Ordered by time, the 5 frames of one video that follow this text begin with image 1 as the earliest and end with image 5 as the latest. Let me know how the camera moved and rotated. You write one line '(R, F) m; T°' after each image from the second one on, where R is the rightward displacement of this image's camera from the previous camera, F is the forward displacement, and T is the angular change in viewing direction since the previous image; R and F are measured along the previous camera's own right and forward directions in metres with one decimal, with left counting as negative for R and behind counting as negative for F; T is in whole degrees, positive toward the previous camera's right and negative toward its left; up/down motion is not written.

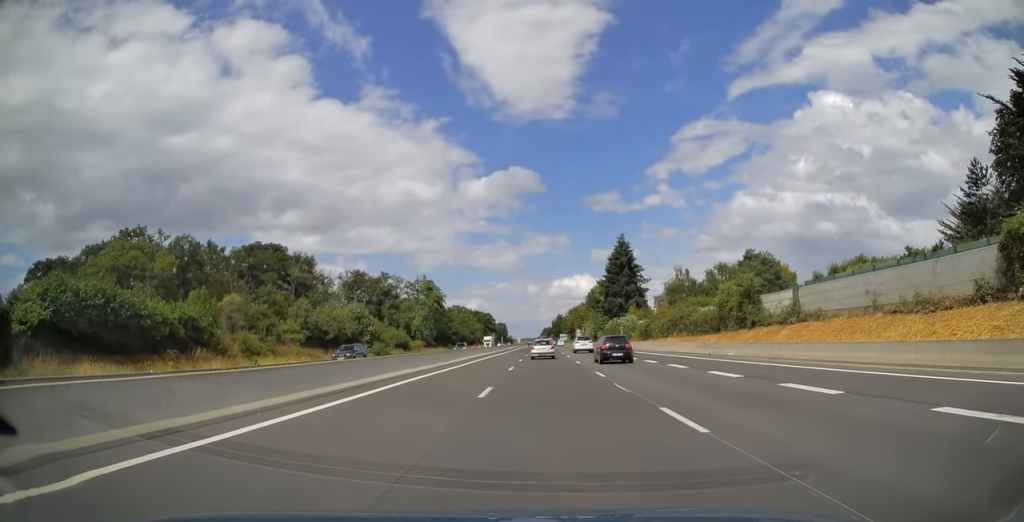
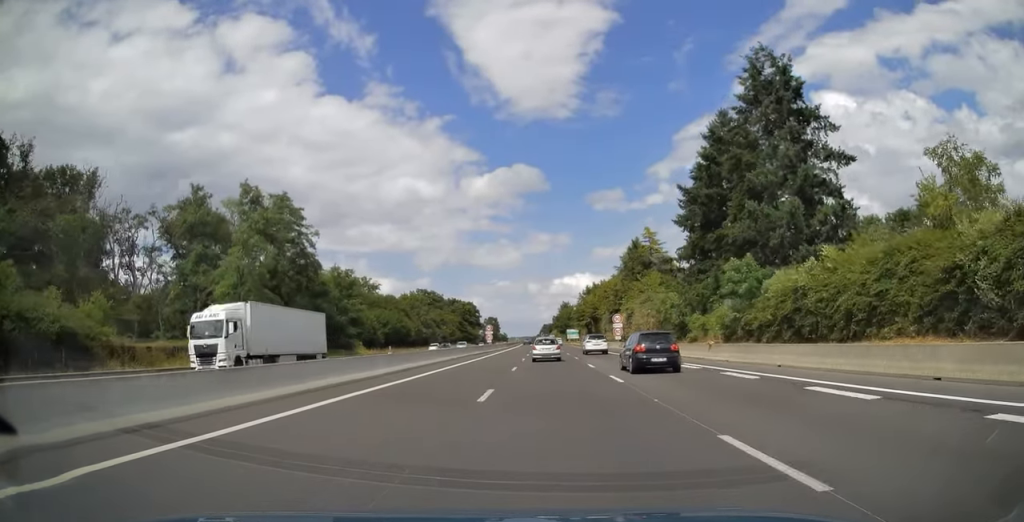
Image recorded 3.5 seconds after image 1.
(0.0, +97.8) m; 0°
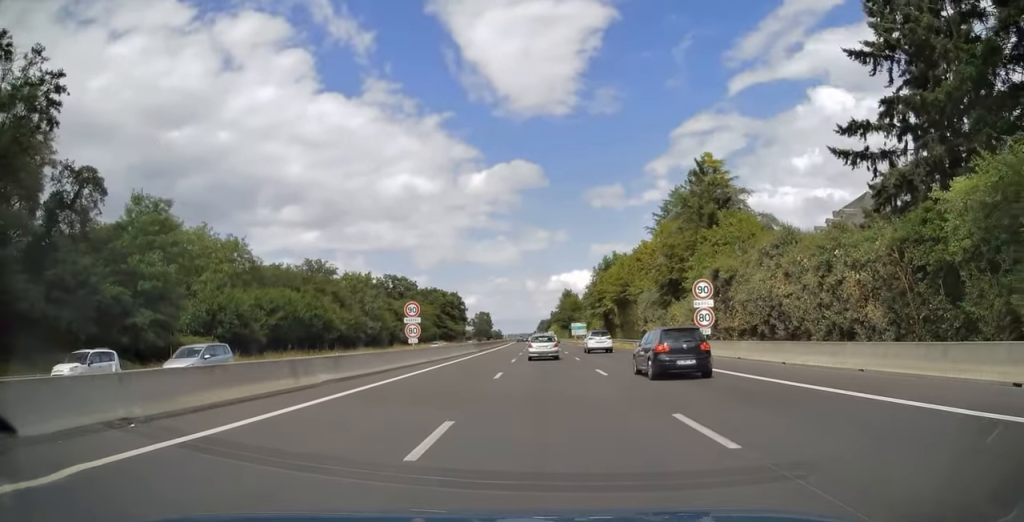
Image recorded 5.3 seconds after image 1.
(0.0, +46.6) m; 0°
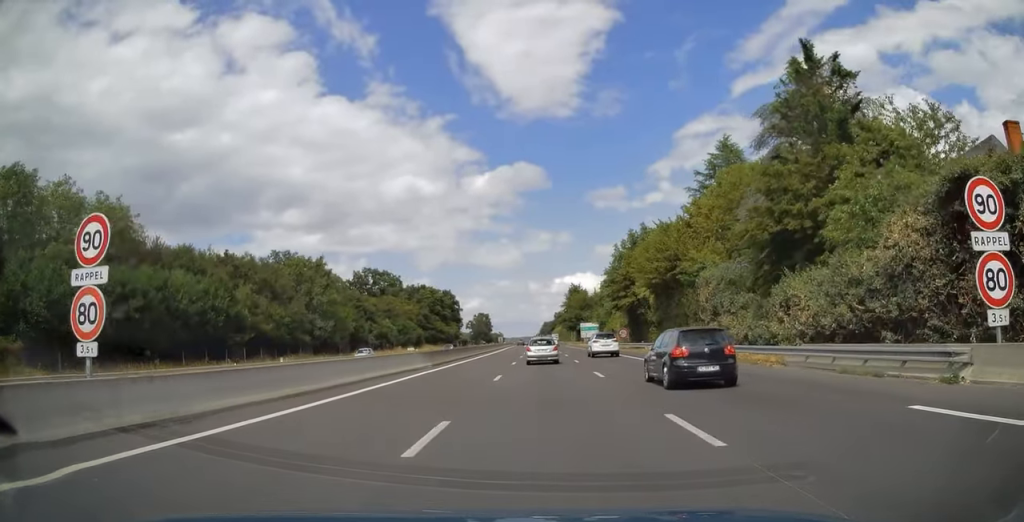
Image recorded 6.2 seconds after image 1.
(-0.2, +26.2) m; 0°
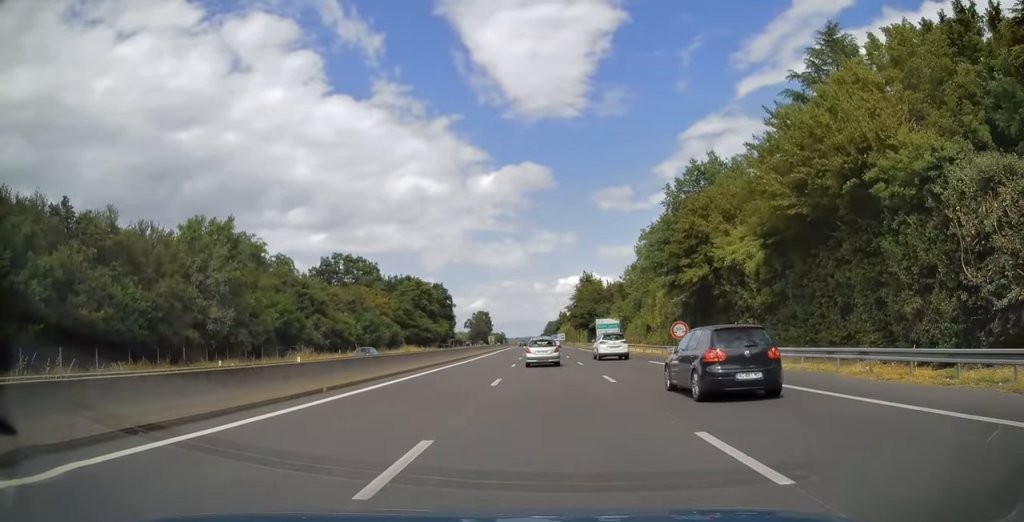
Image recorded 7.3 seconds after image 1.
(+0.1, +28.2) m; 0°
